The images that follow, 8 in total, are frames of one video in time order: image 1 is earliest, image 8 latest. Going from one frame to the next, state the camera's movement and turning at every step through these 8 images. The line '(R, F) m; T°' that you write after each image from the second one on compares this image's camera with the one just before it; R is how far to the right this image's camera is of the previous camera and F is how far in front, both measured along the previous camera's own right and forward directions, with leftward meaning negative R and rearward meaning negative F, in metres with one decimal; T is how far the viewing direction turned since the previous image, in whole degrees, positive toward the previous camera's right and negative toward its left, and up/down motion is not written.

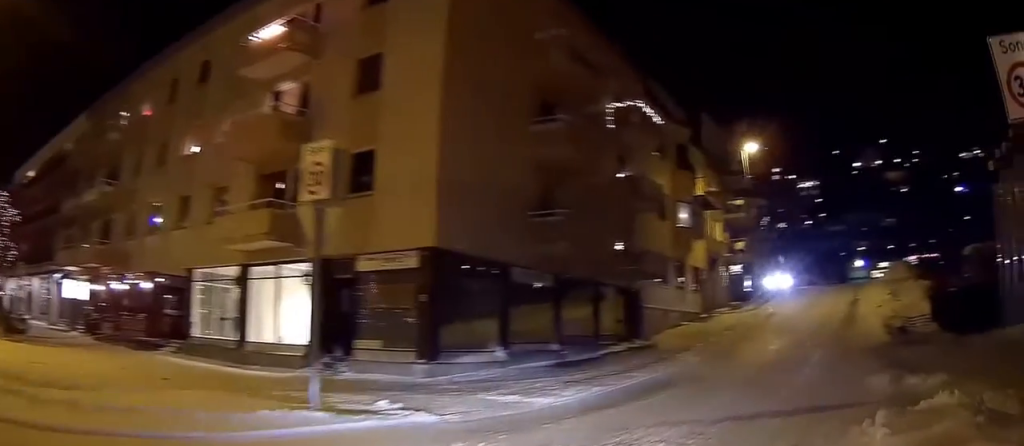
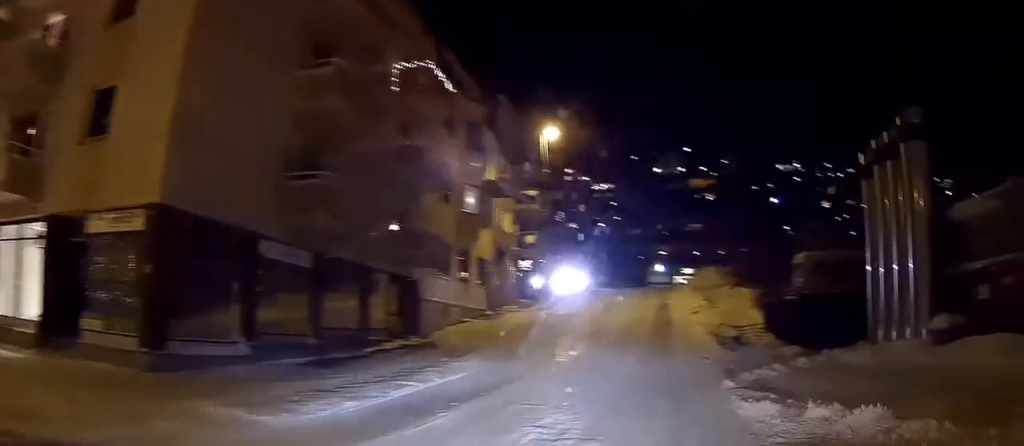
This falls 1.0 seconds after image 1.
(+0.6, +3.5) m; +13°
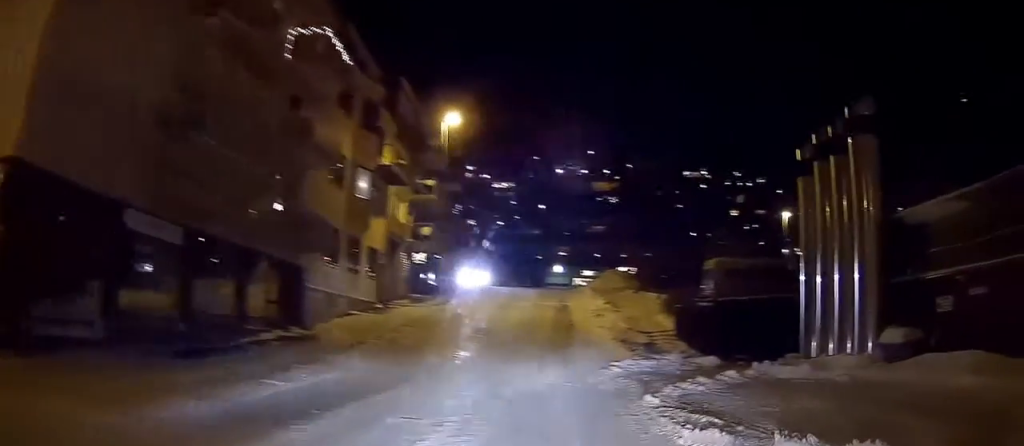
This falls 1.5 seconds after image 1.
(0.0, +2.0) m; +4°
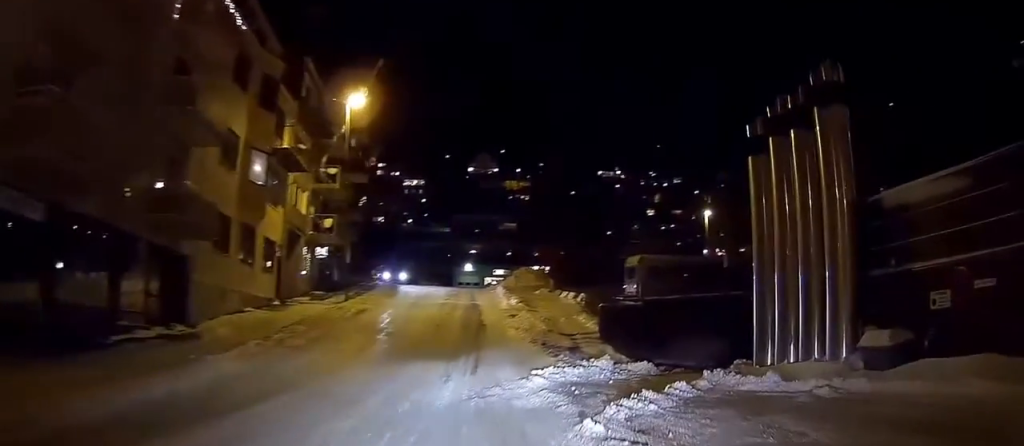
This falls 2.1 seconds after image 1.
(+0.2, +2.8) m; +3°
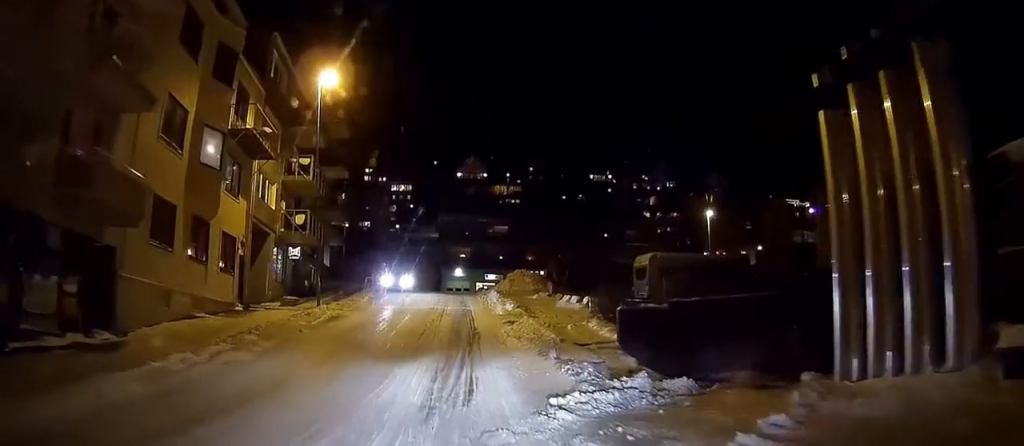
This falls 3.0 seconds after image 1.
(+0.2, +4.4) m; +2°
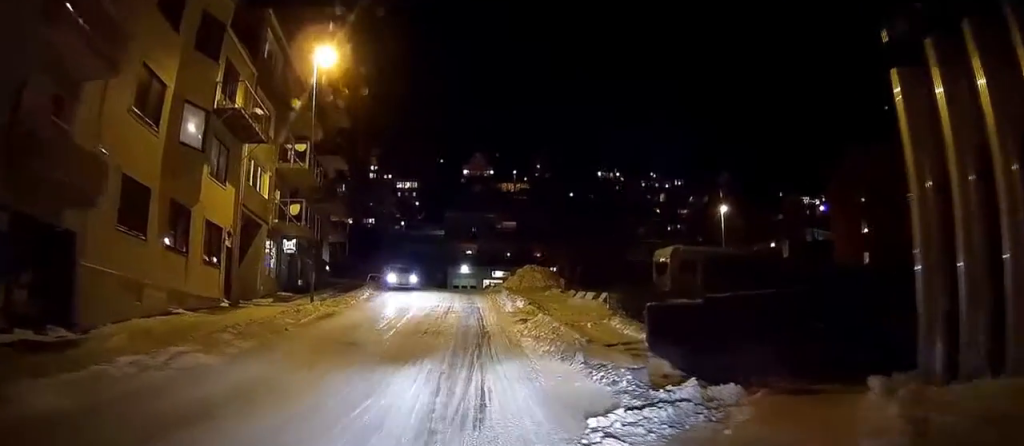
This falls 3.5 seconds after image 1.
(0.0, +2.5) m; 0°
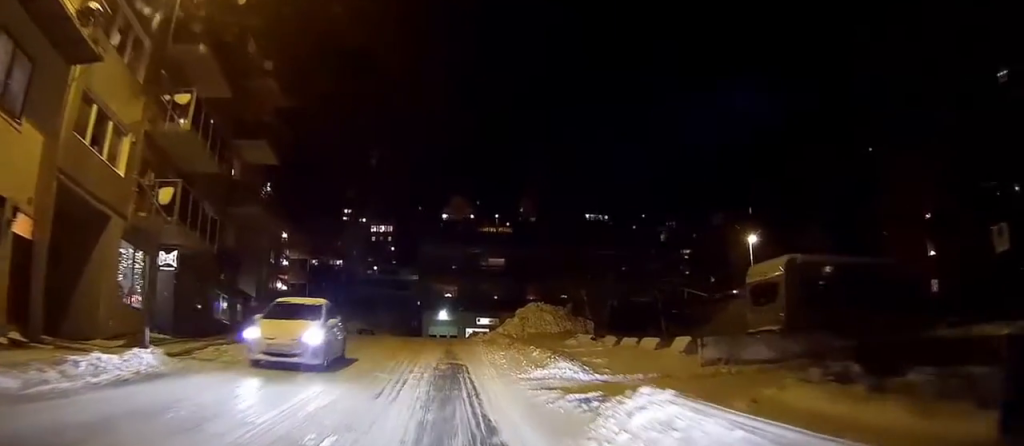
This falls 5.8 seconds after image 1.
(+0.4, +13.1) m; +4°
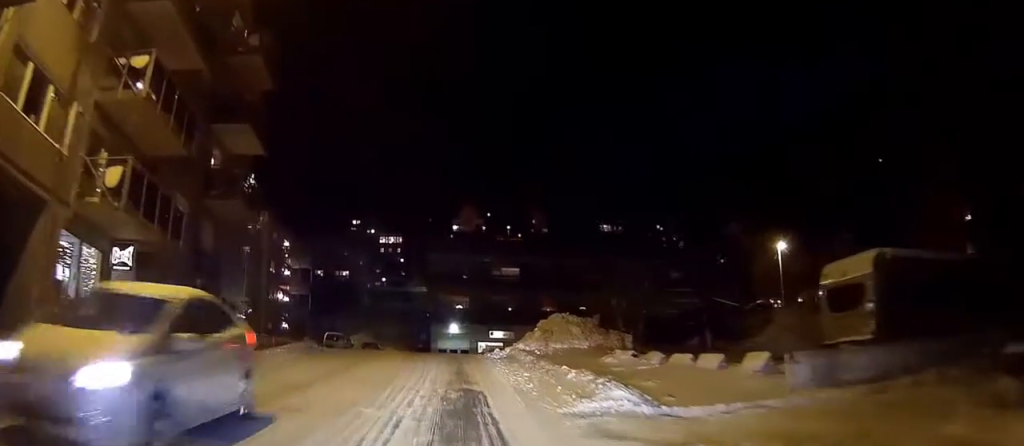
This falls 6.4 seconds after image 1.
(+0.1, +4.0) m; +1°
